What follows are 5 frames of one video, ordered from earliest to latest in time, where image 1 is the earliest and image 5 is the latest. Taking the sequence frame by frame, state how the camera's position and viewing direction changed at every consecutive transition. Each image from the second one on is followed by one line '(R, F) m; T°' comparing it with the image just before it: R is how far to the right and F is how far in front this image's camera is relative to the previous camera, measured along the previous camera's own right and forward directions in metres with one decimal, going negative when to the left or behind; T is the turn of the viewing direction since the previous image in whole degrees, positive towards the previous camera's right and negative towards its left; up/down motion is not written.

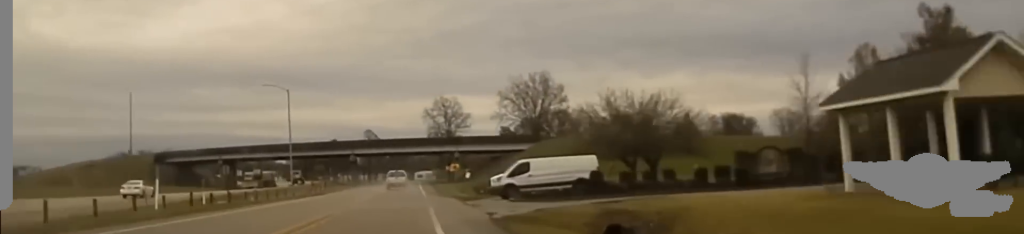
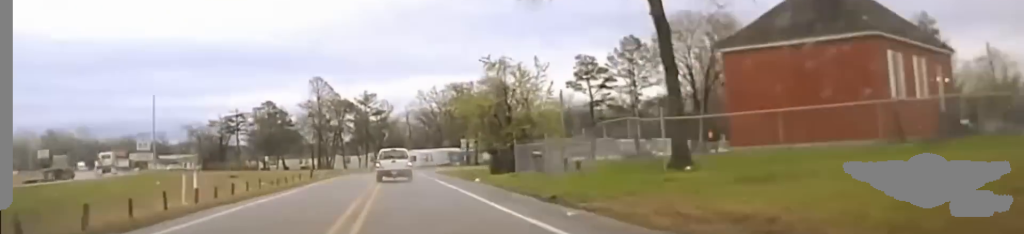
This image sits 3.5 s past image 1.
(+7.1, +157.0) m; +3°
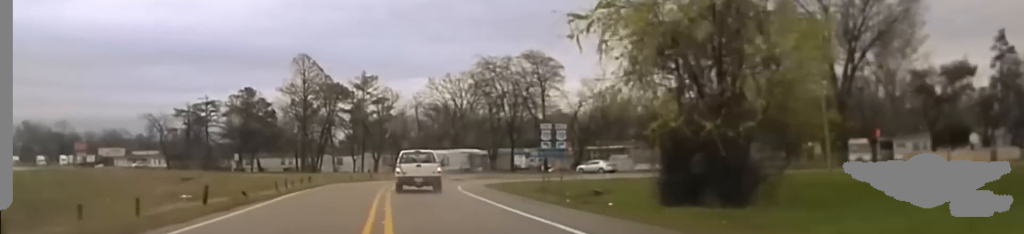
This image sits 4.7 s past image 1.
(+0.4, +42.7) m; 0°
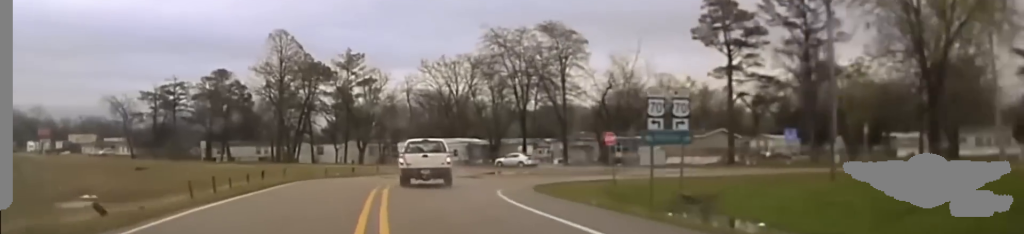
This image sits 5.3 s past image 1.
(0.0, +19.0) m; -1°
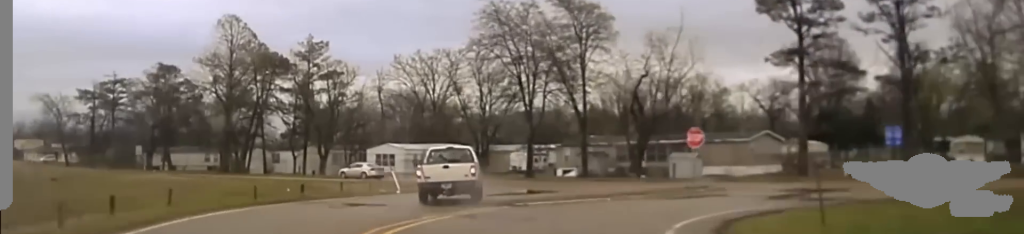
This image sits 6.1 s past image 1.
(-0.3, +20.7) m; +2°
